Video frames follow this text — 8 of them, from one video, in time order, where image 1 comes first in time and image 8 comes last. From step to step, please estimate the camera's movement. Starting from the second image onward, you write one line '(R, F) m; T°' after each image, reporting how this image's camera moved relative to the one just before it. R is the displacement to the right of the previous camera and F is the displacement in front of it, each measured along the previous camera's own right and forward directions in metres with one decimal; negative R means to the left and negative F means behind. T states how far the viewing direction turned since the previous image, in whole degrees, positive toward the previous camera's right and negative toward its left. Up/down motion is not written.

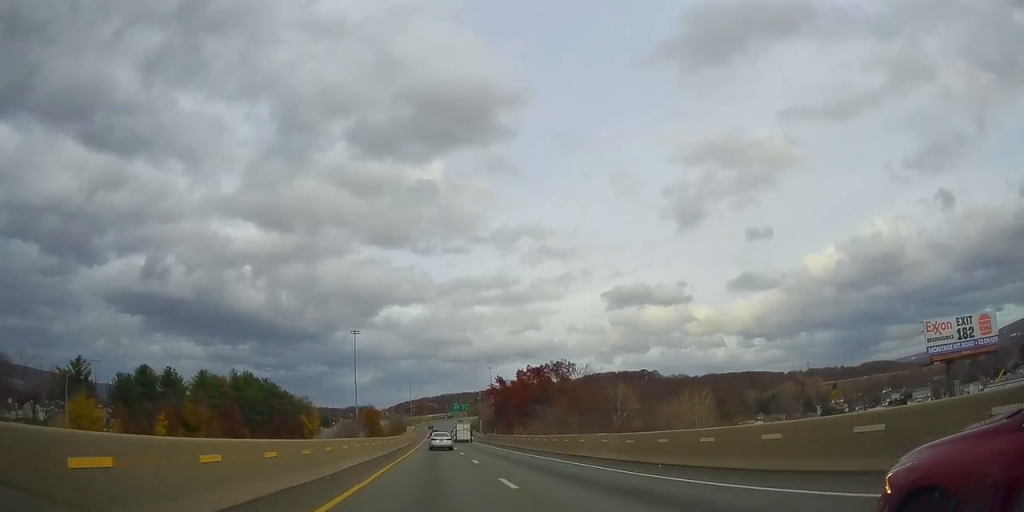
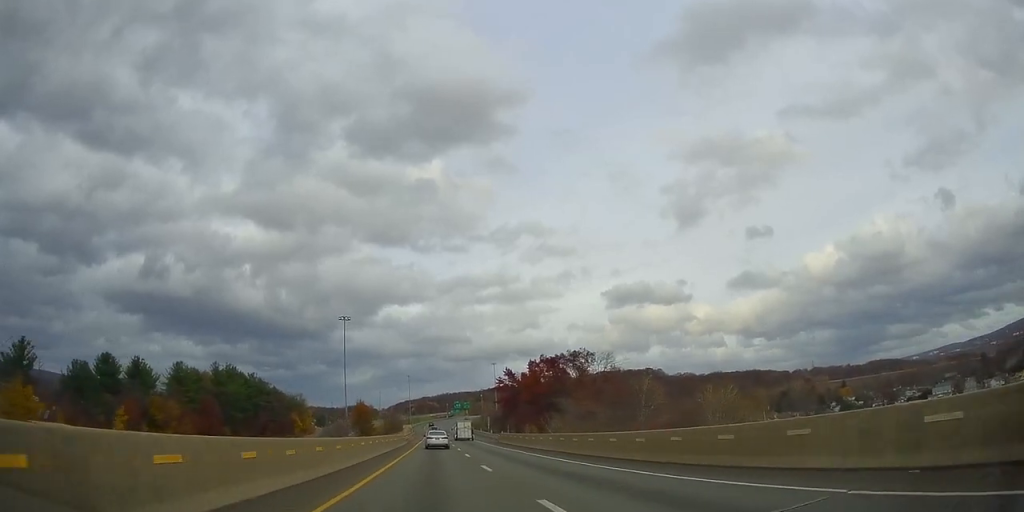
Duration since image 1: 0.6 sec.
(+0.1, +18.4) m; 0°
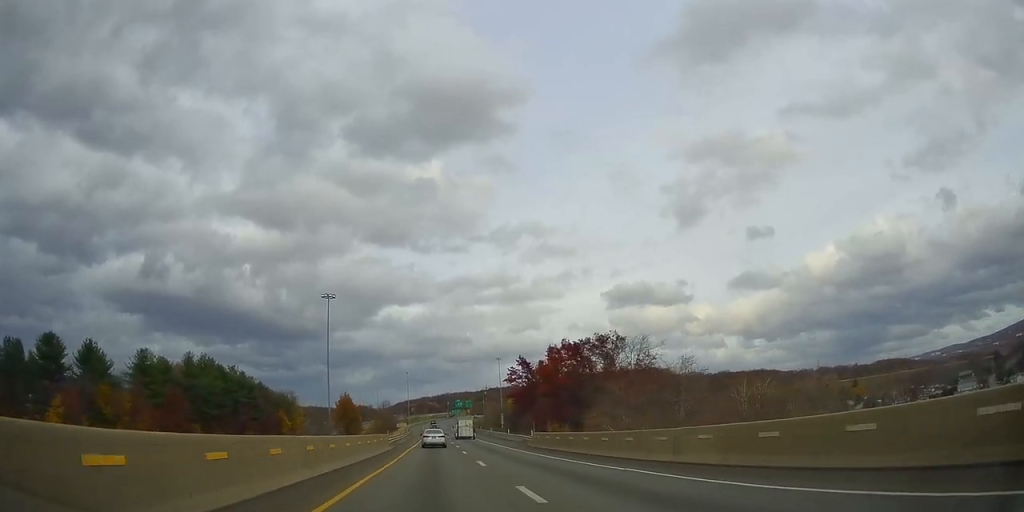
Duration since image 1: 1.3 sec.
(+0.2, +21.9) m; 0°
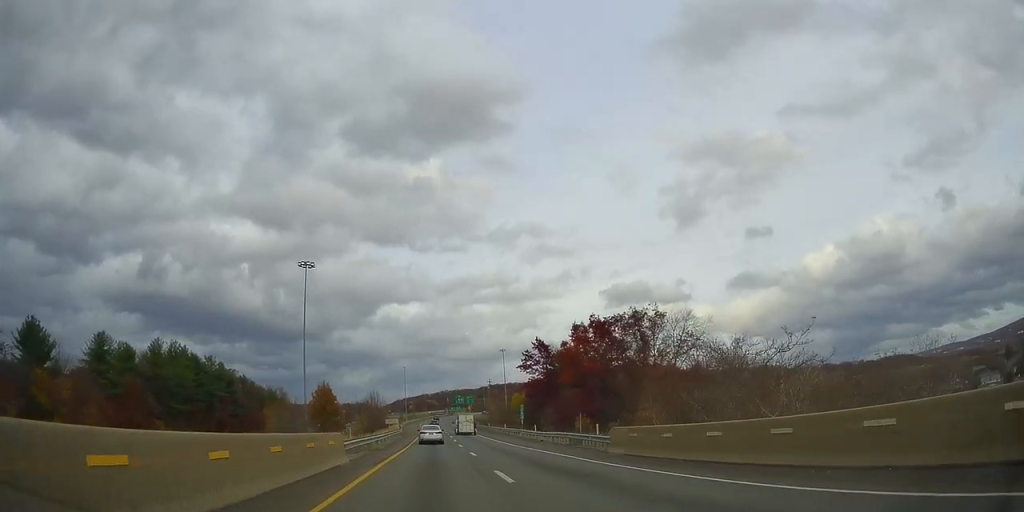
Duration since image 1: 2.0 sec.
(-0.2, +20.3) m; 0°
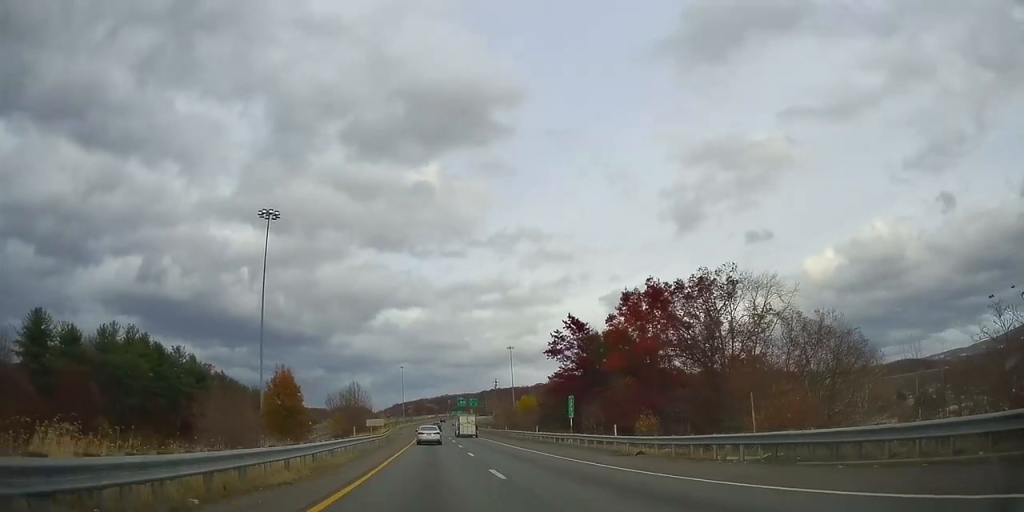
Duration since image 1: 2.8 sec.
(+0.1, +23.8) m; 0°
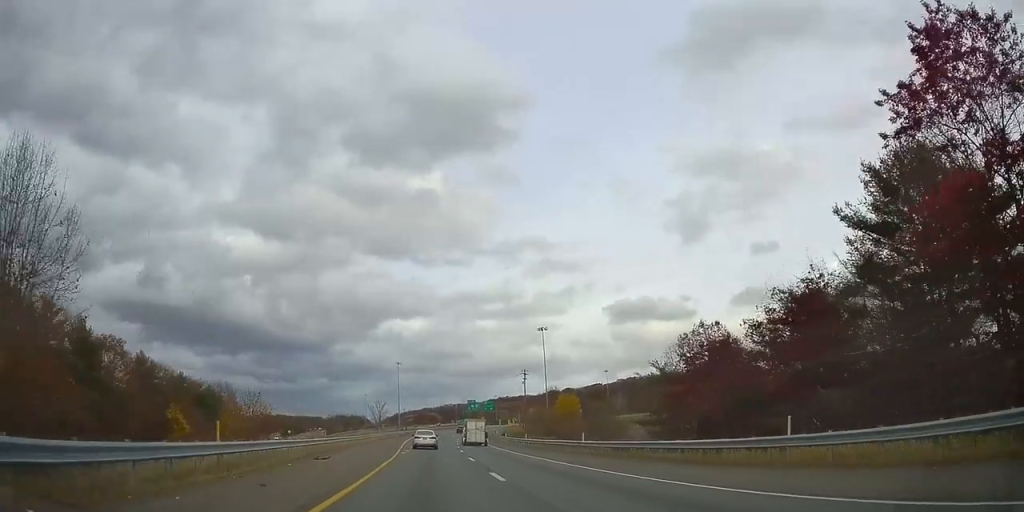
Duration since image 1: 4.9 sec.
(-0.1, +60.7) m; 0°
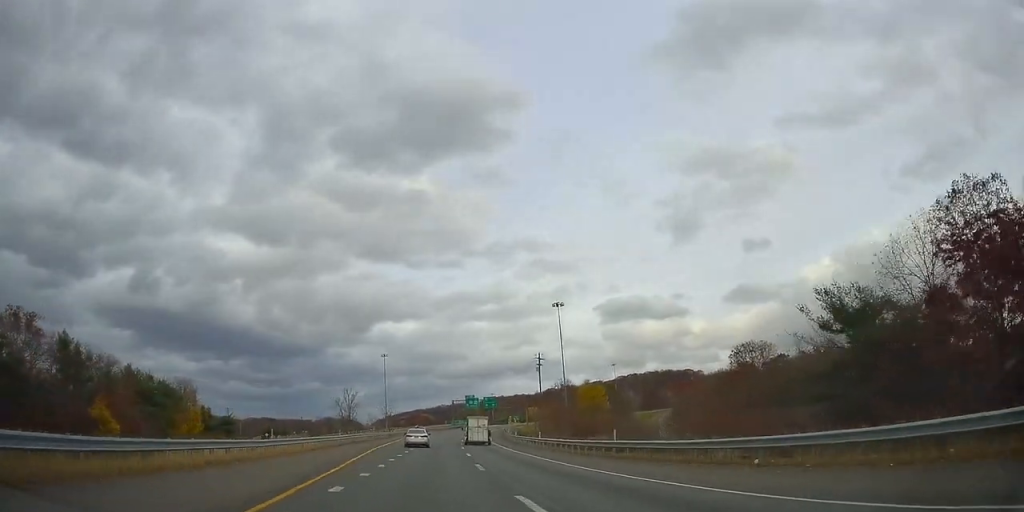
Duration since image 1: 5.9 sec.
(+0.1, +31.5) m; 0°
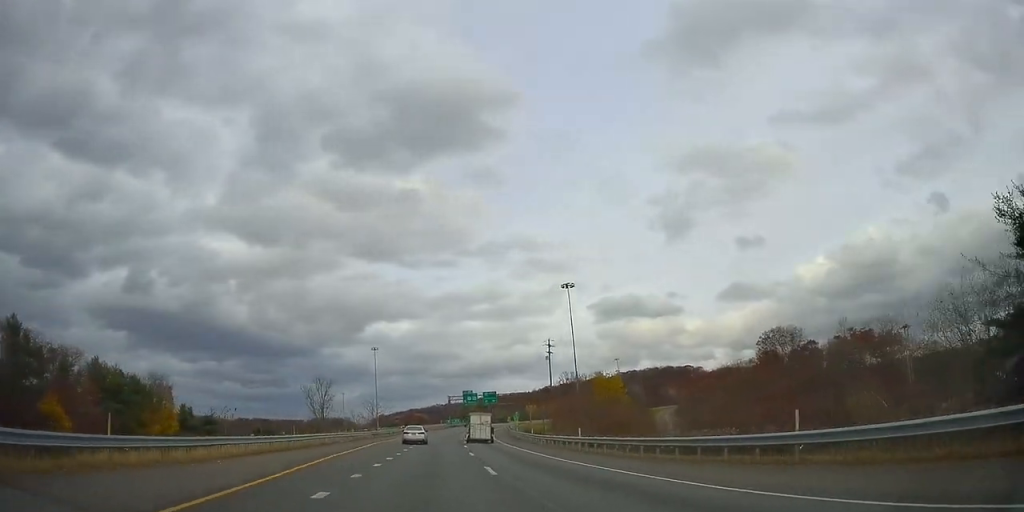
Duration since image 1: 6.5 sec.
(+0.1, +15.6) m; 0°
